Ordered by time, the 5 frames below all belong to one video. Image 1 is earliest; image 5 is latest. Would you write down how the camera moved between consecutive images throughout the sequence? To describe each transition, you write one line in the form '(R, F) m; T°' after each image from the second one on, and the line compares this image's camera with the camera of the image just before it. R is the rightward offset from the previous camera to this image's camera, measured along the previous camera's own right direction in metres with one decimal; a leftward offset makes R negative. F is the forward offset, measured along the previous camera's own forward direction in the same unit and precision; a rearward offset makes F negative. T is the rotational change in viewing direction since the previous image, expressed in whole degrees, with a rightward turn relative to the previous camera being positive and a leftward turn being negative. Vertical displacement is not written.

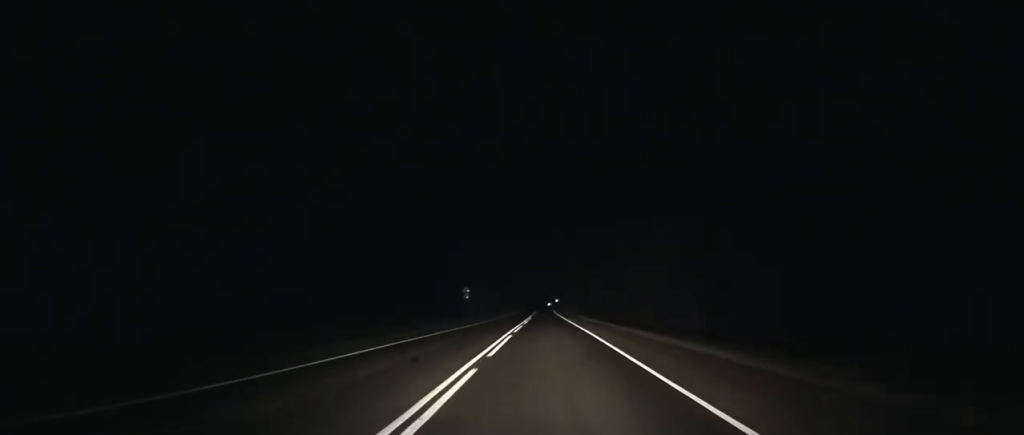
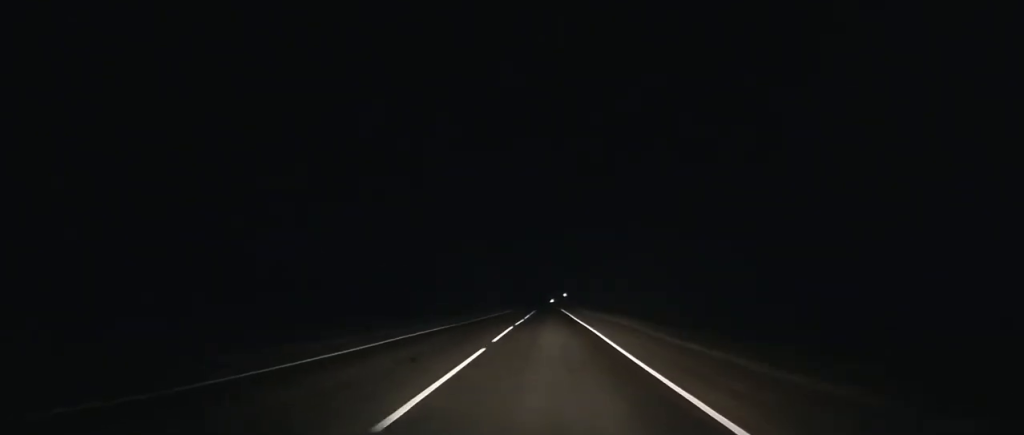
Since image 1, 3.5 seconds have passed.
(0.0, +90.4) m; 0°
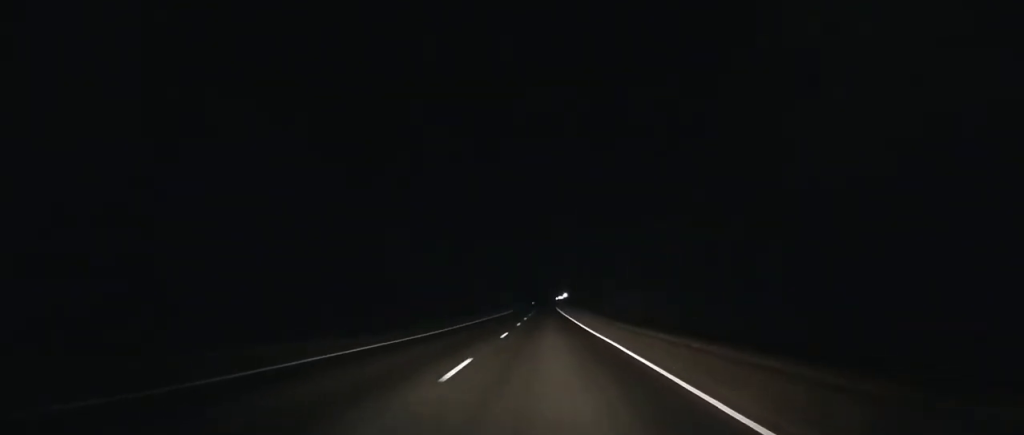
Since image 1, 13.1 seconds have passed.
(+0.4, +266.2) m; 0°
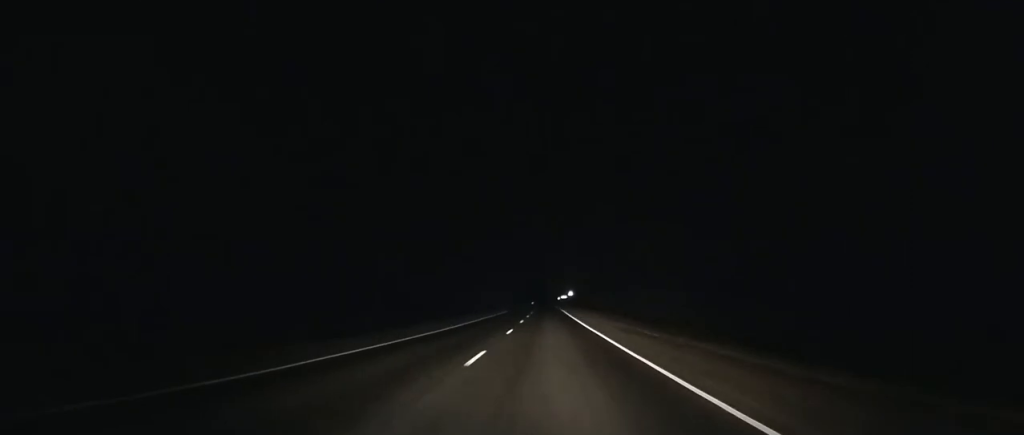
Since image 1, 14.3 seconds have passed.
(-0.2, +32.9) m; 0°
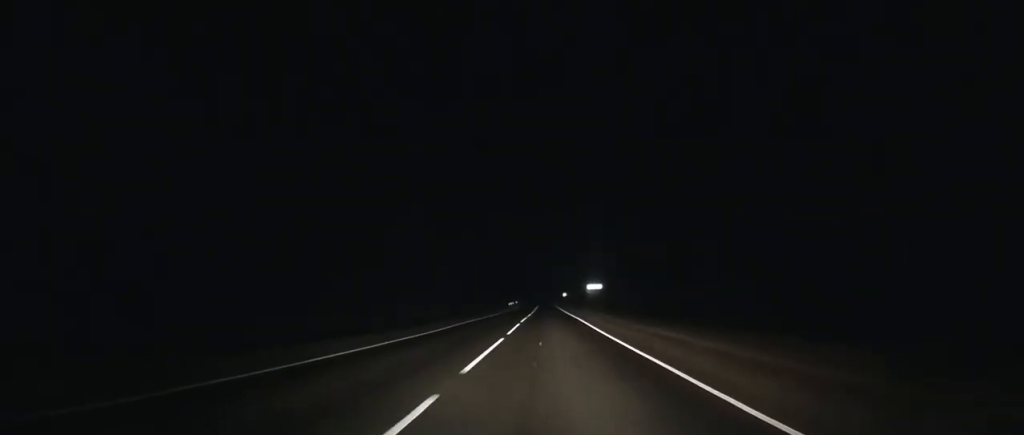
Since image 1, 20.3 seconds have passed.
(+0.1, +167.0) m; 0°
